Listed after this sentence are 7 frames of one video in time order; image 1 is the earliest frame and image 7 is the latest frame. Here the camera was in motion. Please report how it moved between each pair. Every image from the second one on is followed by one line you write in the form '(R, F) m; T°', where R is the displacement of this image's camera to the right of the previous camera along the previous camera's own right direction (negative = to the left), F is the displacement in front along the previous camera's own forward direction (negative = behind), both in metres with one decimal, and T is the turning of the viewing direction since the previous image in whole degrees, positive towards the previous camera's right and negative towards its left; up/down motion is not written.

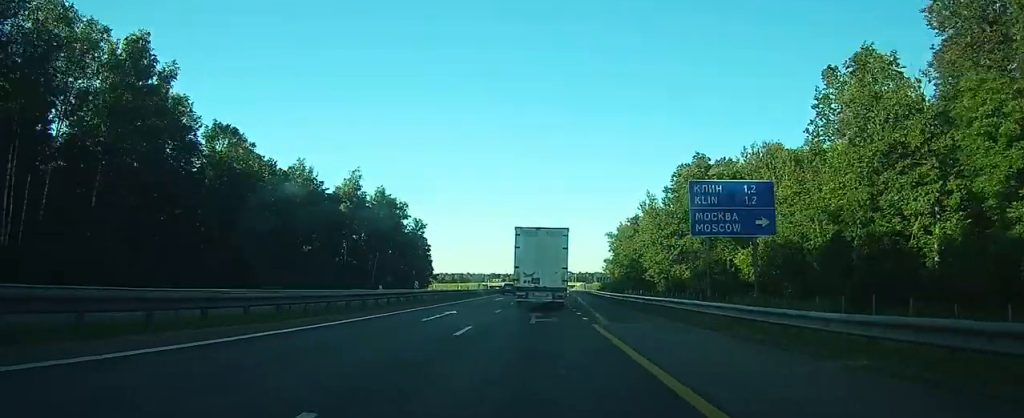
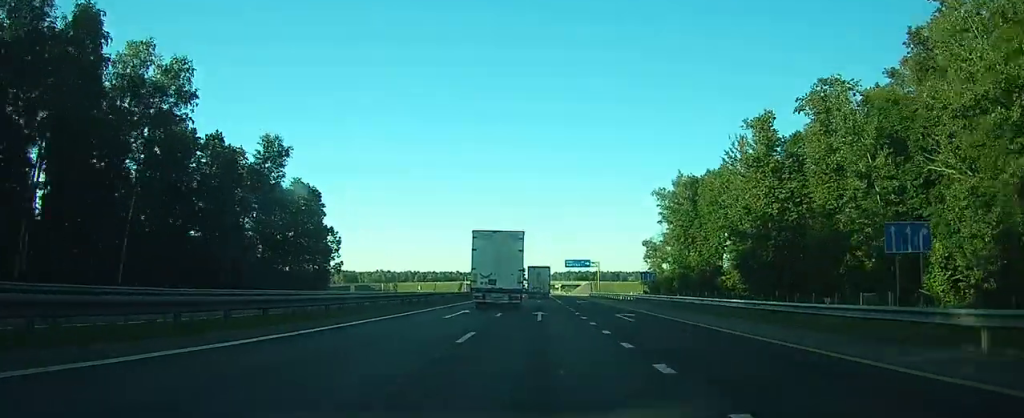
(-0.1, +85.9) m; 0°
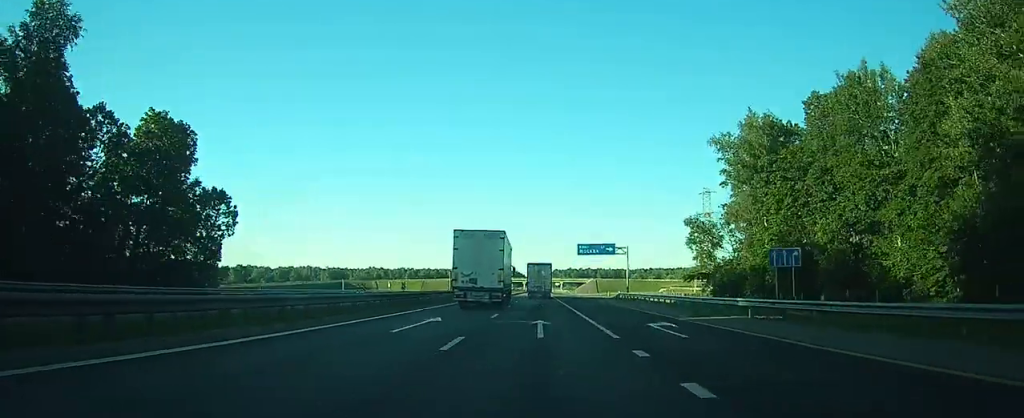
(-0.3, +37.8) m; -1°
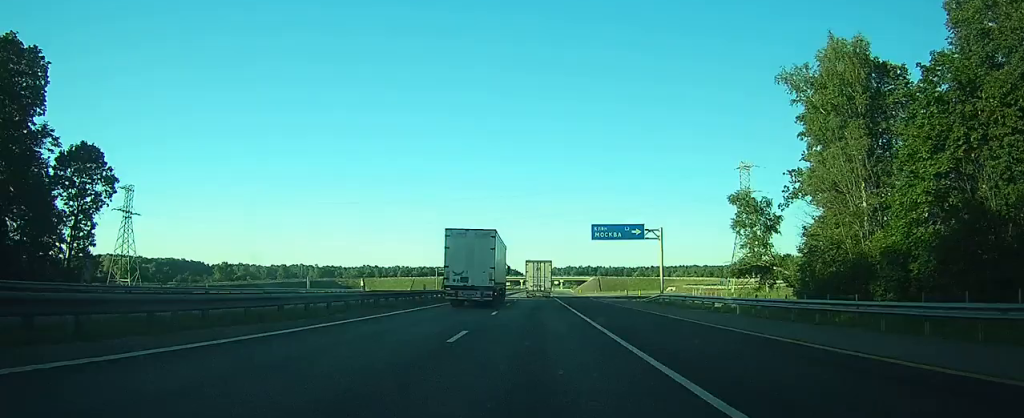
(0.0, +22.5) m; 0°
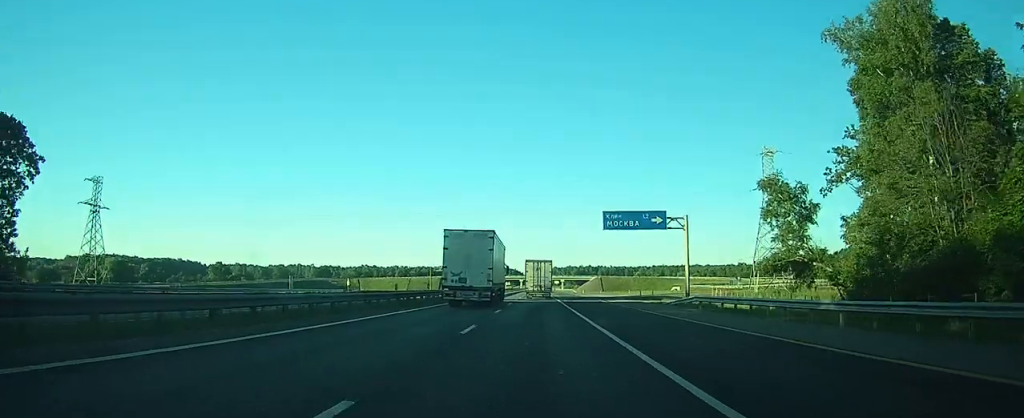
(0.0, +9.6) m; 0°
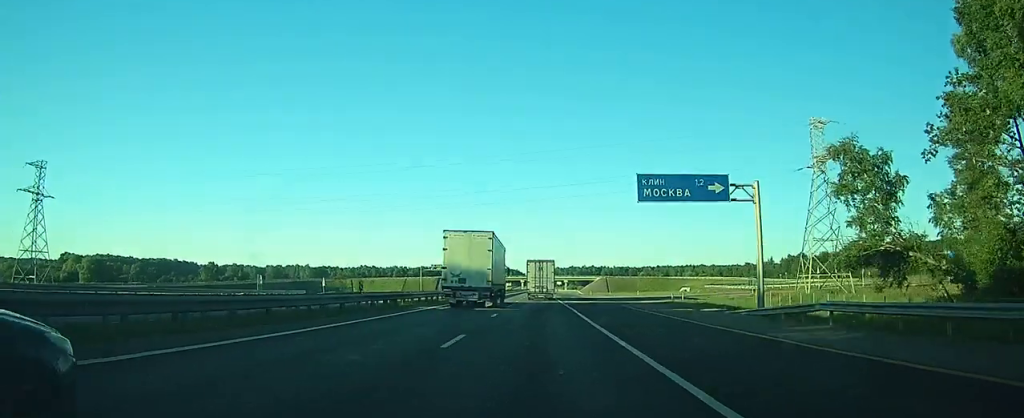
(0.0, +15.2) m; 0°
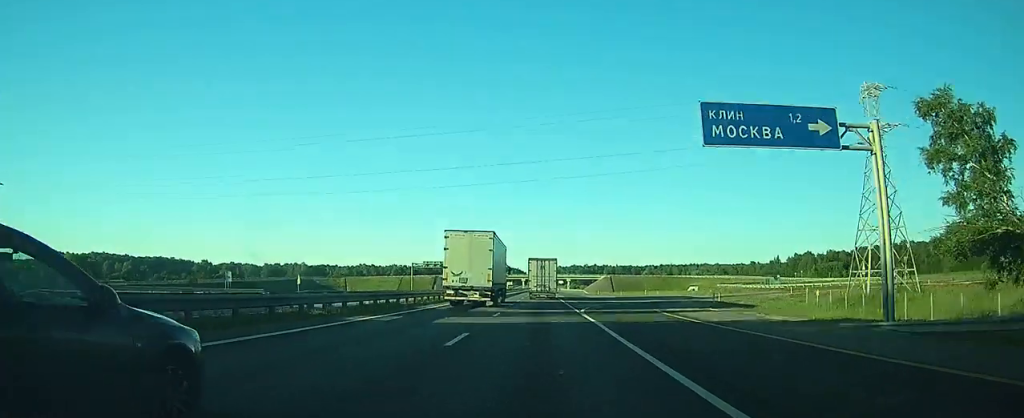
(0.0, +12.0) m; 0°
